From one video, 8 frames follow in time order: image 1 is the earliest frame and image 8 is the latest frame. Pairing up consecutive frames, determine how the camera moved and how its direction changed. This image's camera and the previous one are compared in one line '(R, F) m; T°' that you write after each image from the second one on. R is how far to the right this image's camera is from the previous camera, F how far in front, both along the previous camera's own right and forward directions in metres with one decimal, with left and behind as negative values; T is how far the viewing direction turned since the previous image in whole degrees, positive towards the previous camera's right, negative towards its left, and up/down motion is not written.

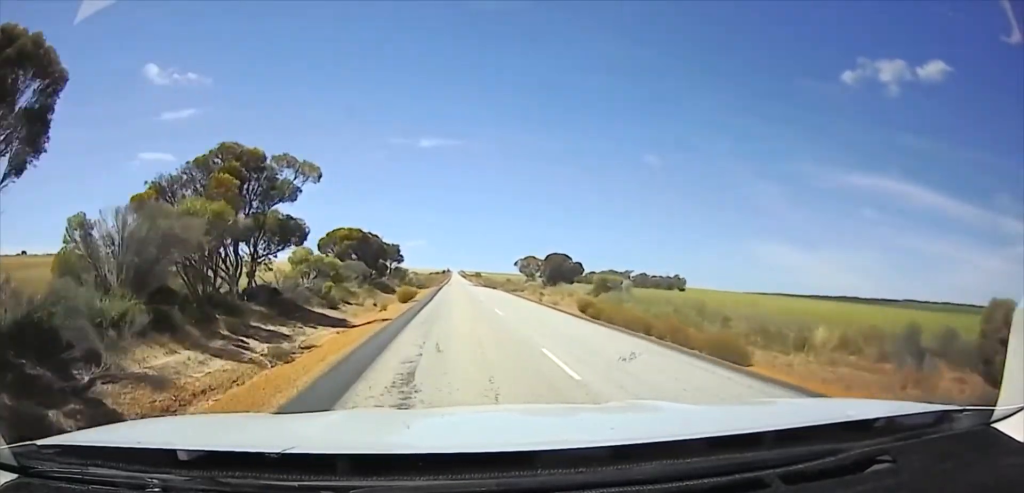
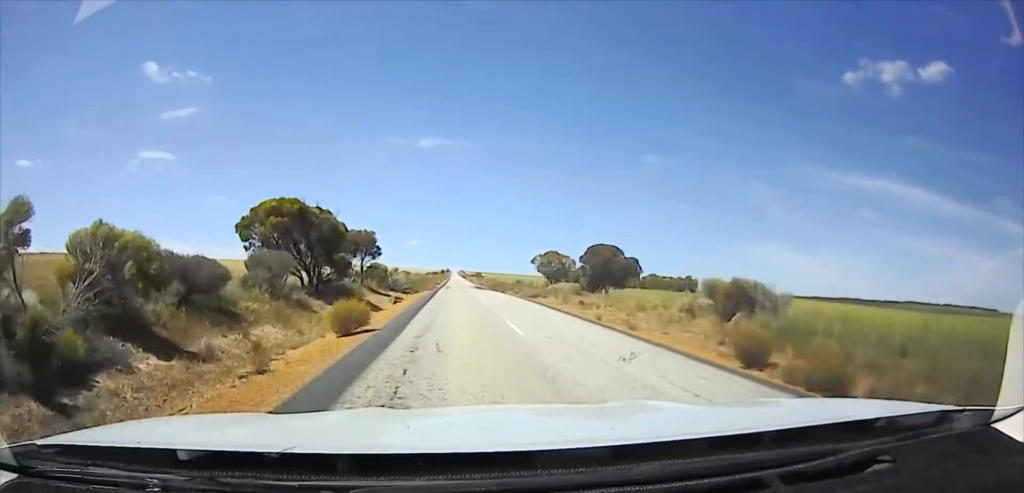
(-0.3, +10.7) m; -1°
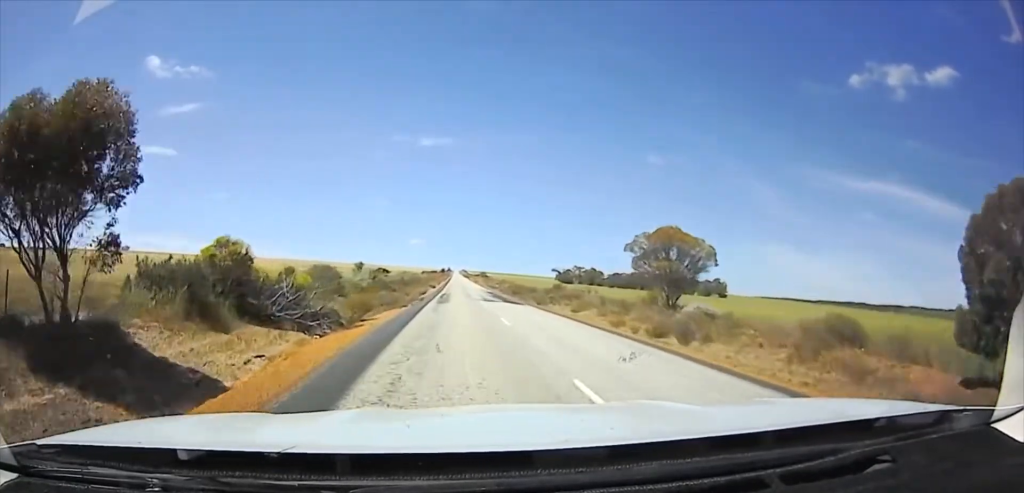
(+0.5, +23.4) m; +2°
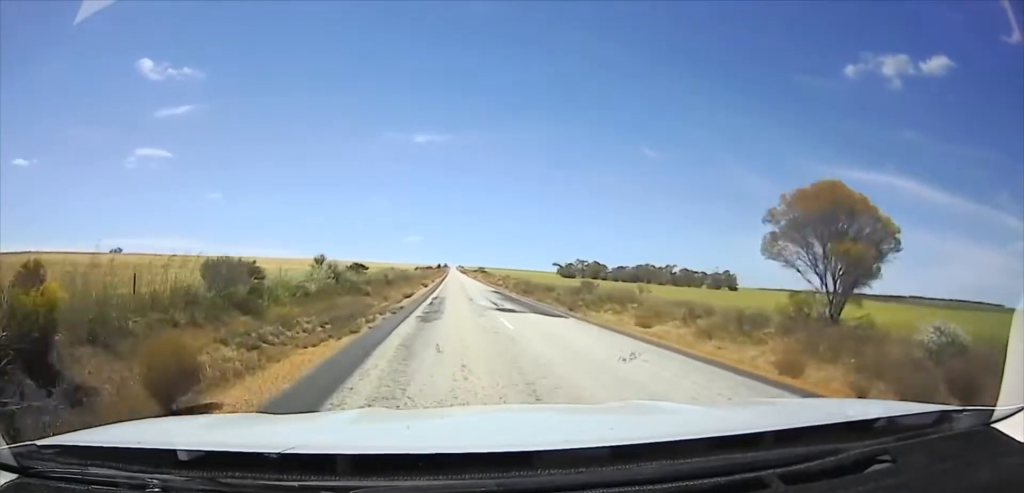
(+0.1, +10.6) m; +1°
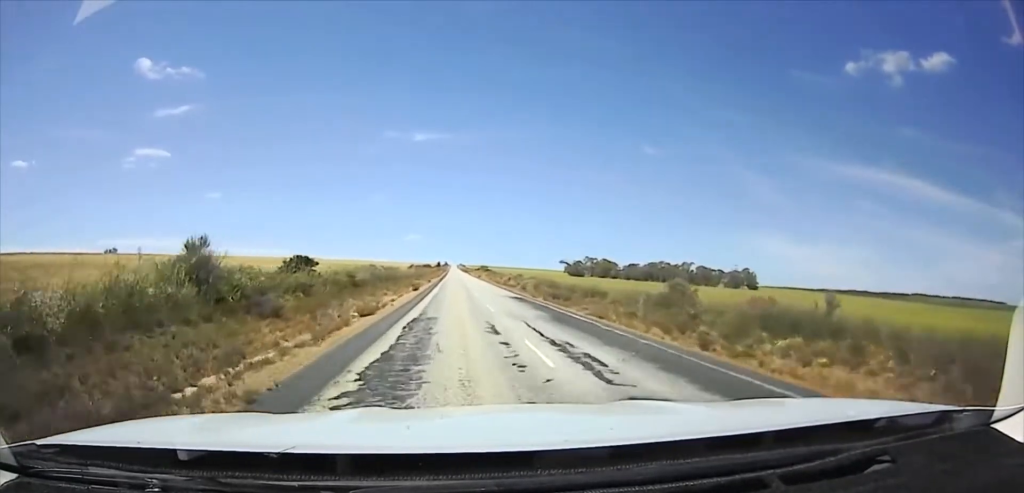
(0.0, +15.1) m; 0°
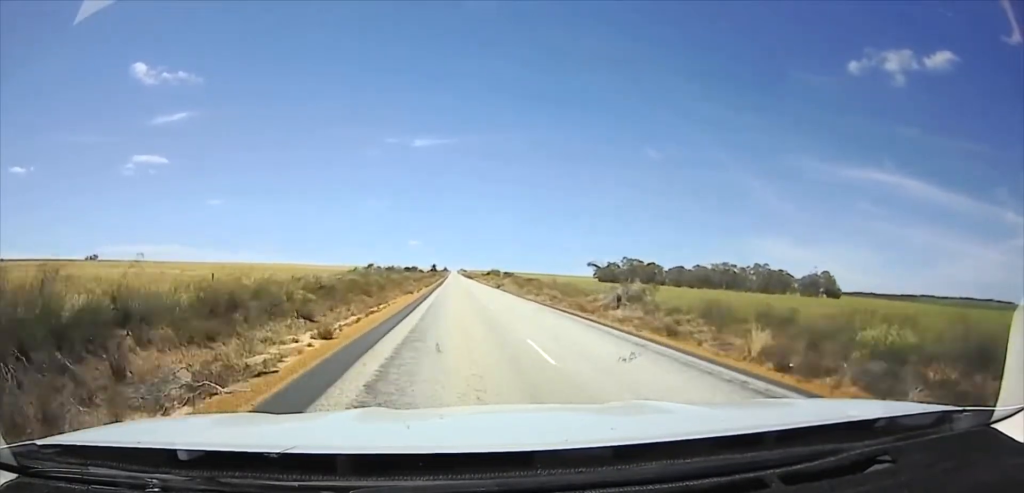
(0.0, +53.4) m; 0°
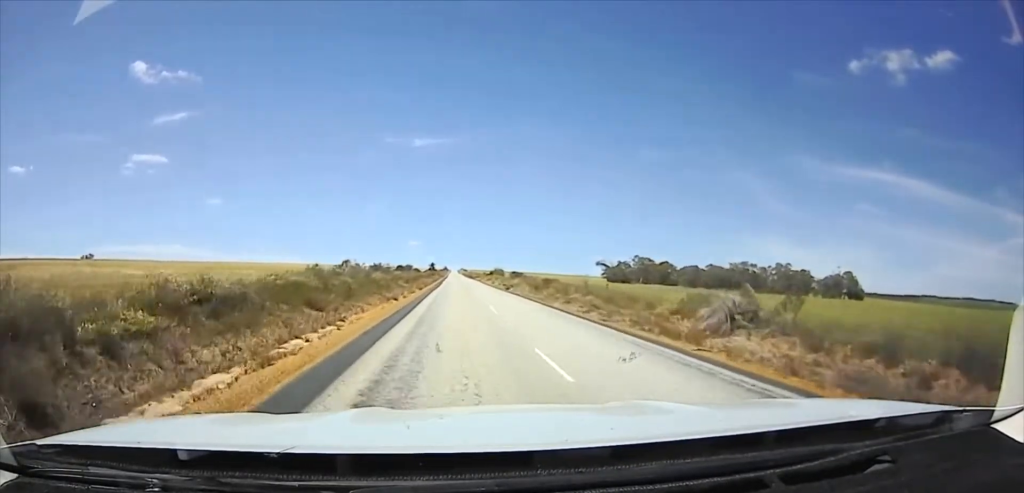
(0.0, +12.5) m; 0°
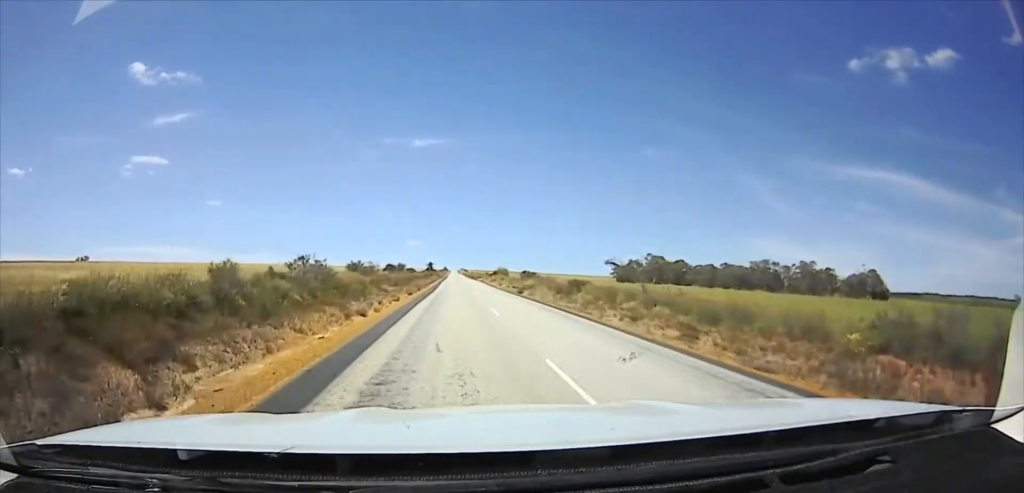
(0.0, +11.8) m; 0°
